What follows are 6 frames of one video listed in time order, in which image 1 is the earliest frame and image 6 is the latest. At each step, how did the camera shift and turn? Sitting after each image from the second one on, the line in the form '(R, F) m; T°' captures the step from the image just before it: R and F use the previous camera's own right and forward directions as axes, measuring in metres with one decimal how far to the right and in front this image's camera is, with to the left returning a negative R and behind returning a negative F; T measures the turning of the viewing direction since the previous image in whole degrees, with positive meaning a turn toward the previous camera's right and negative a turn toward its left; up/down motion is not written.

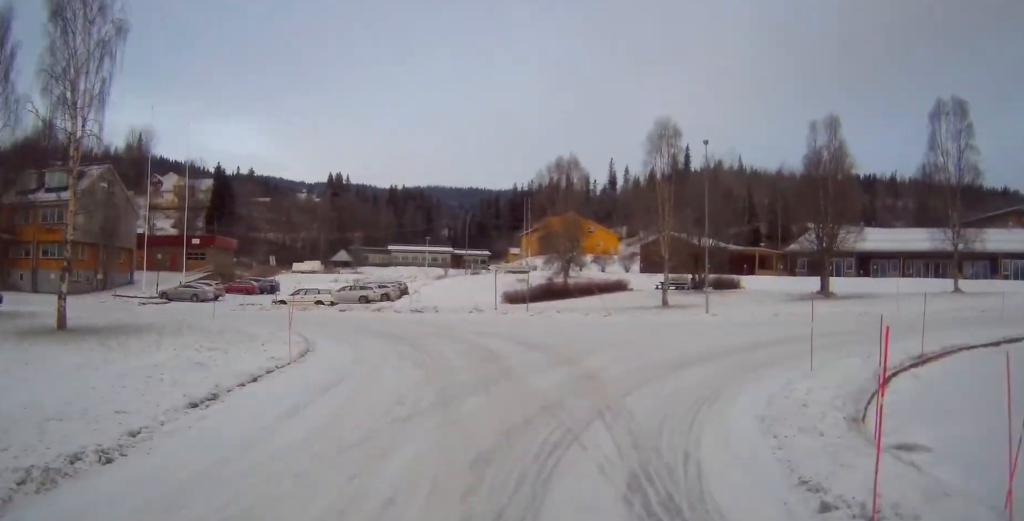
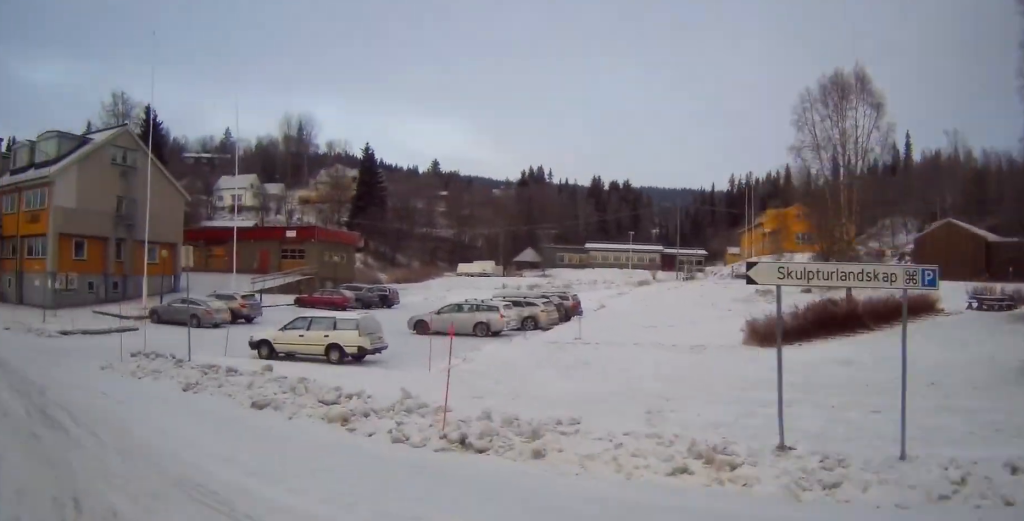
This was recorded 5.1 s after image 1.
(-7.7, +27.4) m; -48°
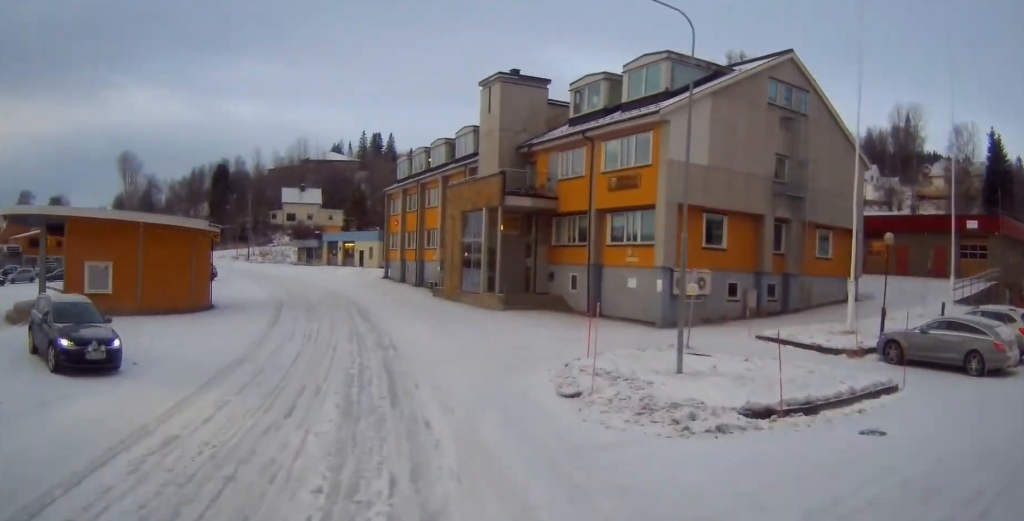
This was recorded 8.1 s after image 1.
(-7.3, +18.5) m; -21°
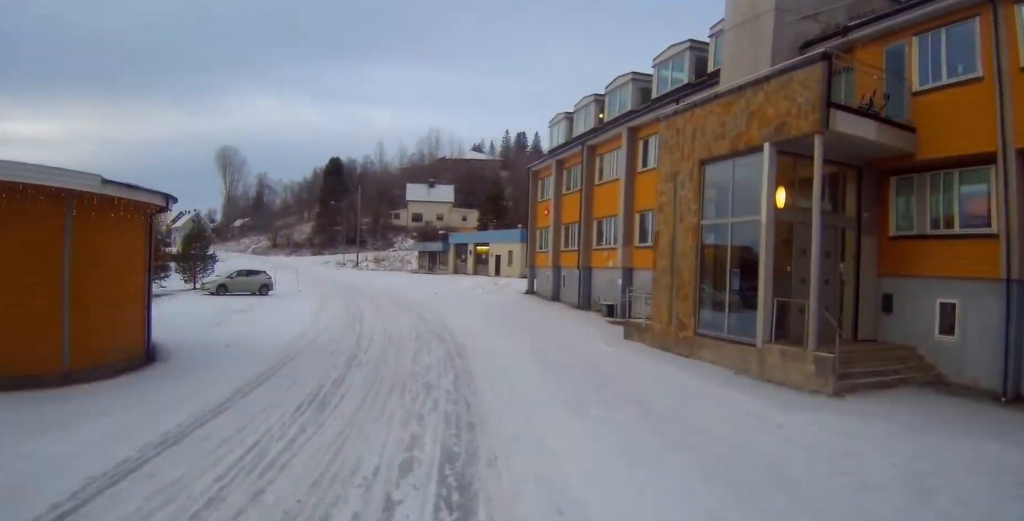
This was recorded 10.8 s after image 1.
(-2.2, +17.9) m; -10°
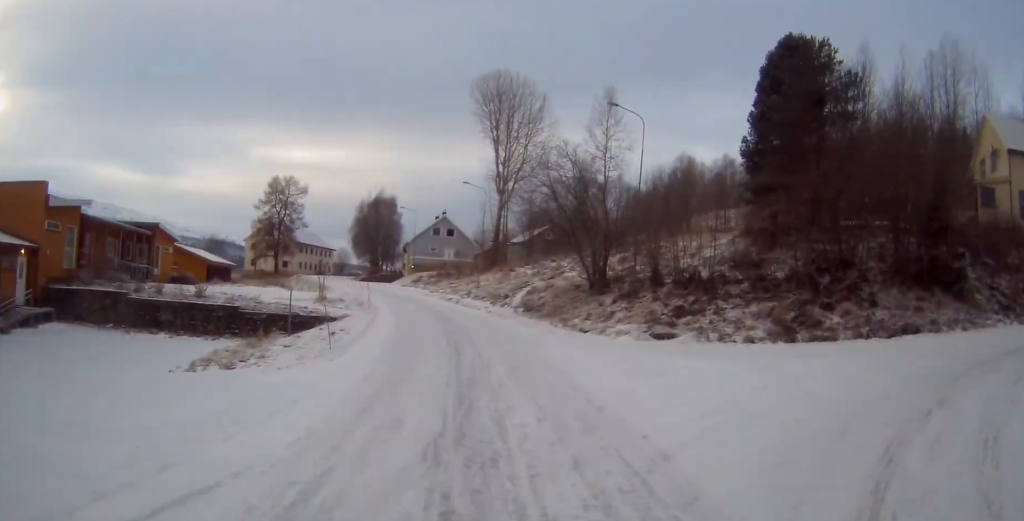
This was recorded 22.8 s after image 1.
(-12.3, +73.2) m; +18°
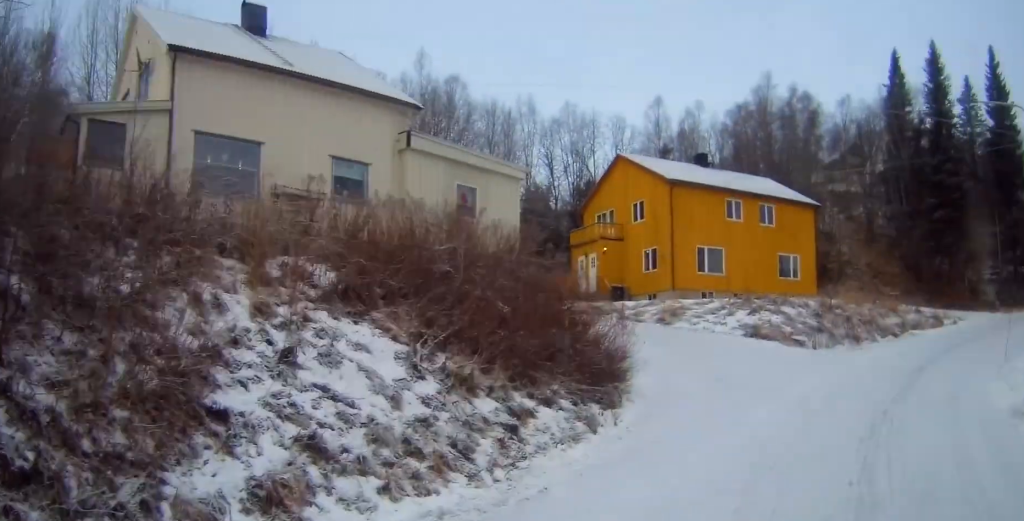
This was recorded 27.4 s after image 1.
(+10.0, +17.5) m; +57°
